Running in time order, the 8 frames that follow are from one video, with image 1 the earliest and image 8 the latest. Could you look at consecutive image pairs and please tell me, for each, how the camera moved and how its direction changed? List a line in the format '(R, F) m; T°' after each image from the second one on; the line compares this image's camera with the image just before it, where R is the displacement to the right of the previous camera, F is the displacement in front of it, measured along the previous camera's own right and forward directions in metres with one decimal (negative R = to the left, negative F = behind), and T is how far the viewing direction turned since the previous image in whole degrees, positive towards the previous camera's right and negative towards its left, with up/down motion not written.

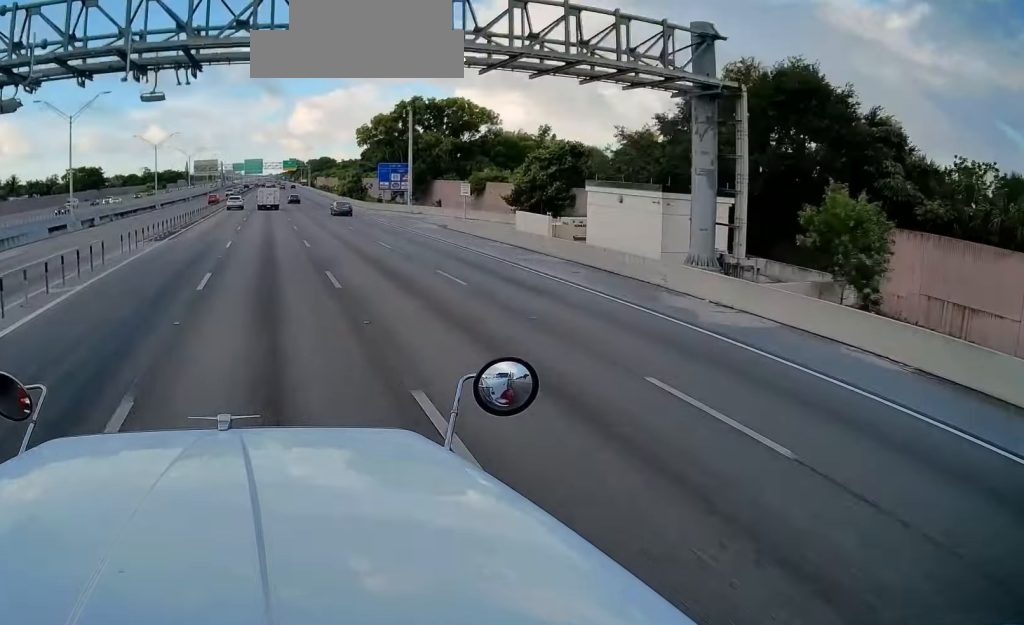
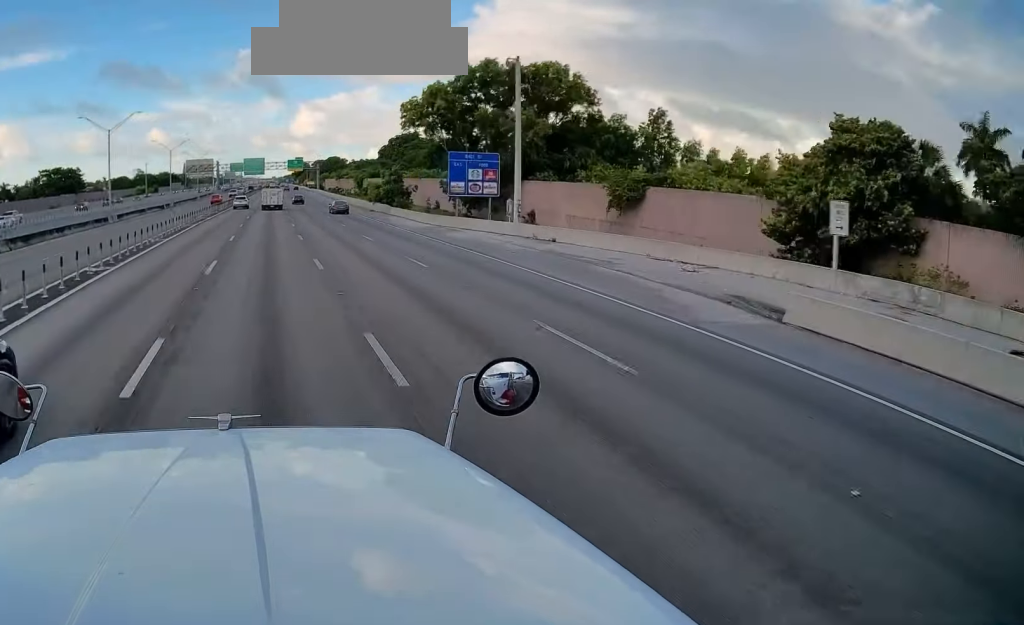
(-0.3, +33.2) m; -1°
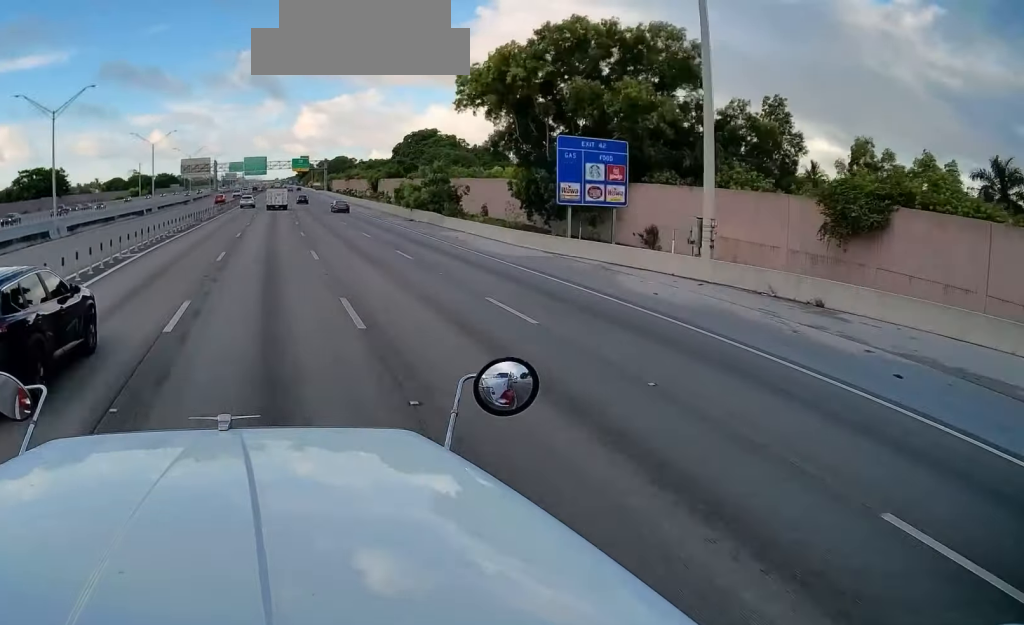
(-0.2, +20.6) m; 0°
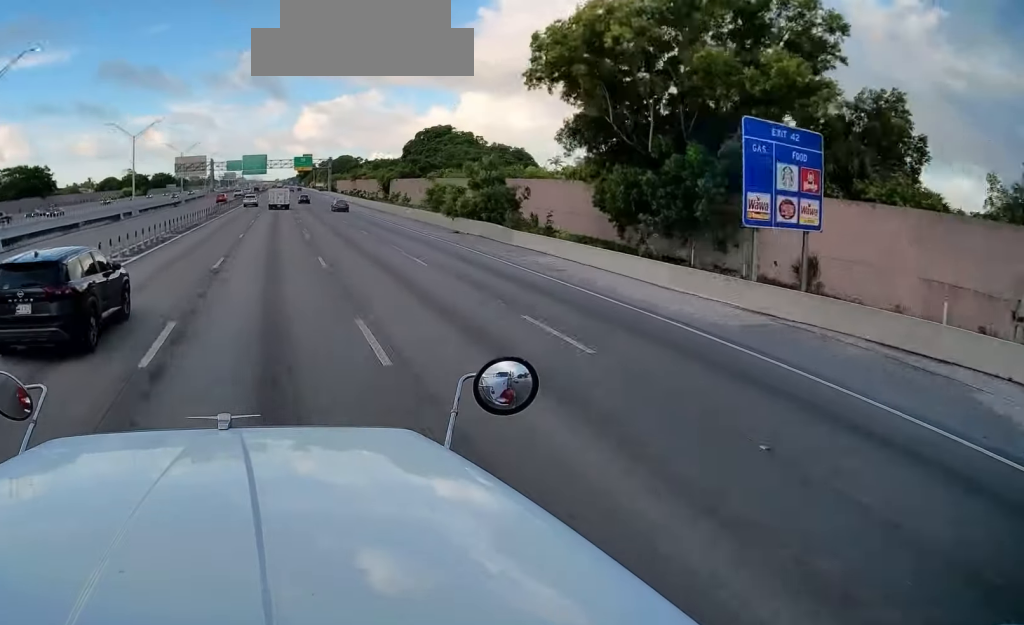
(-0.2, +14.7) m; 0°
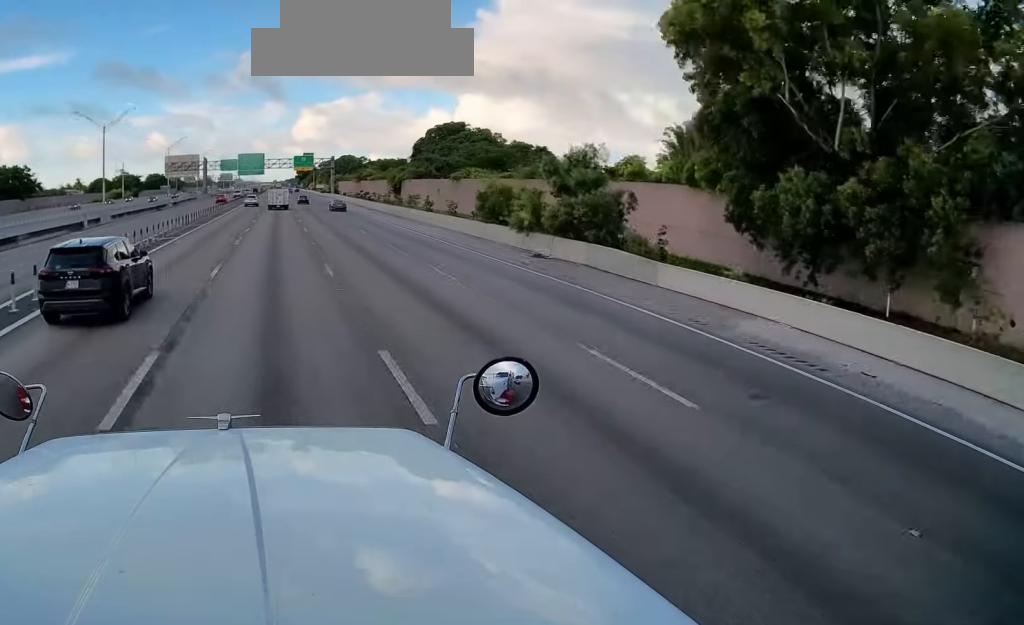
(+0.1, +14.7) m; +1°
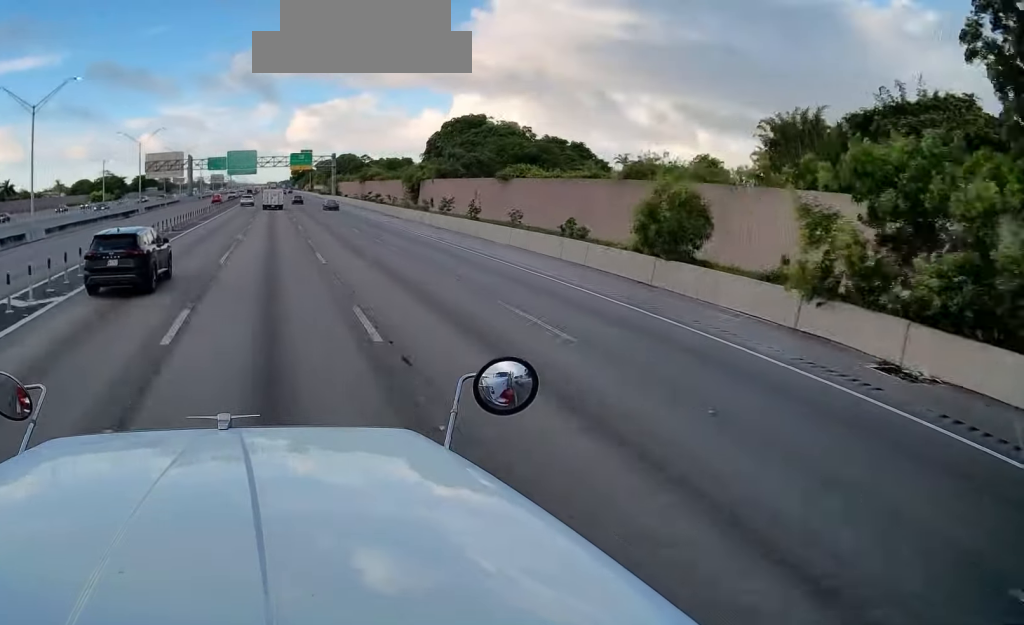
(+0.3, +20.5) m; +1°
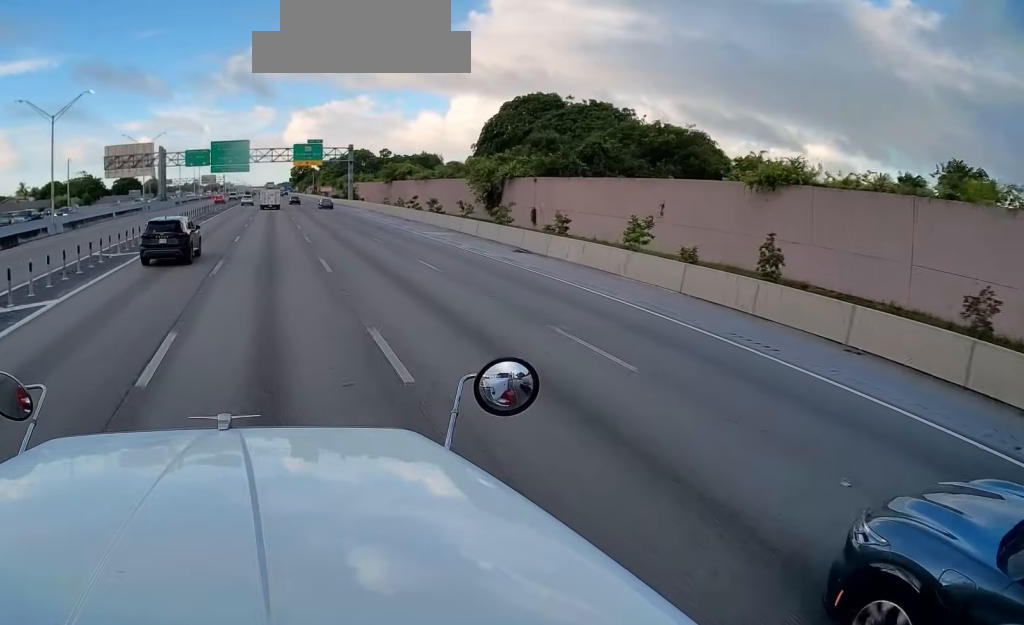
(+0.1, +38.8) m; -1°
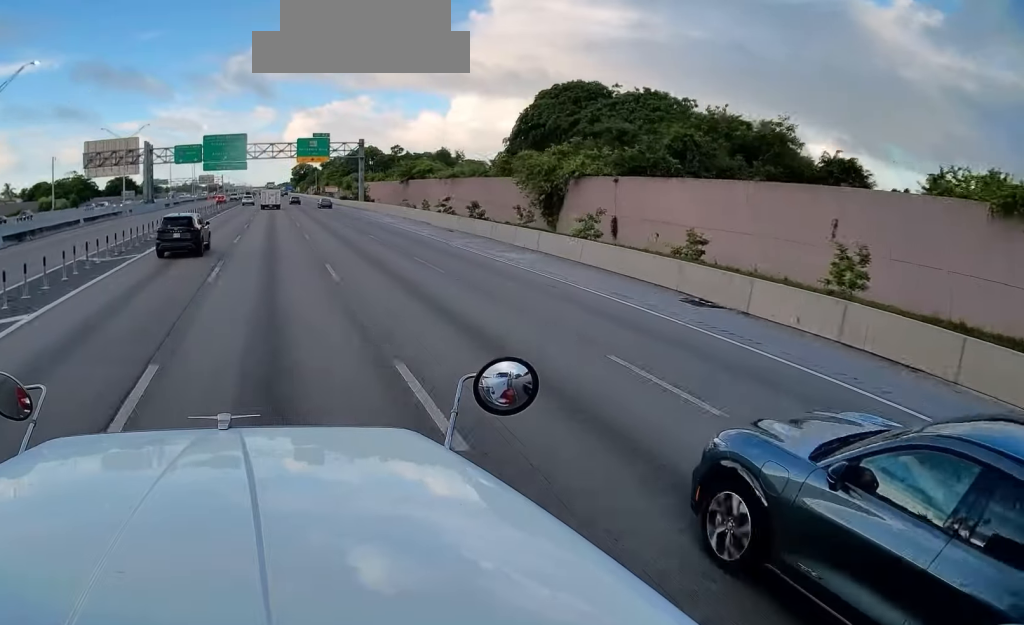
(-0.2, +14.4) m; -1°
